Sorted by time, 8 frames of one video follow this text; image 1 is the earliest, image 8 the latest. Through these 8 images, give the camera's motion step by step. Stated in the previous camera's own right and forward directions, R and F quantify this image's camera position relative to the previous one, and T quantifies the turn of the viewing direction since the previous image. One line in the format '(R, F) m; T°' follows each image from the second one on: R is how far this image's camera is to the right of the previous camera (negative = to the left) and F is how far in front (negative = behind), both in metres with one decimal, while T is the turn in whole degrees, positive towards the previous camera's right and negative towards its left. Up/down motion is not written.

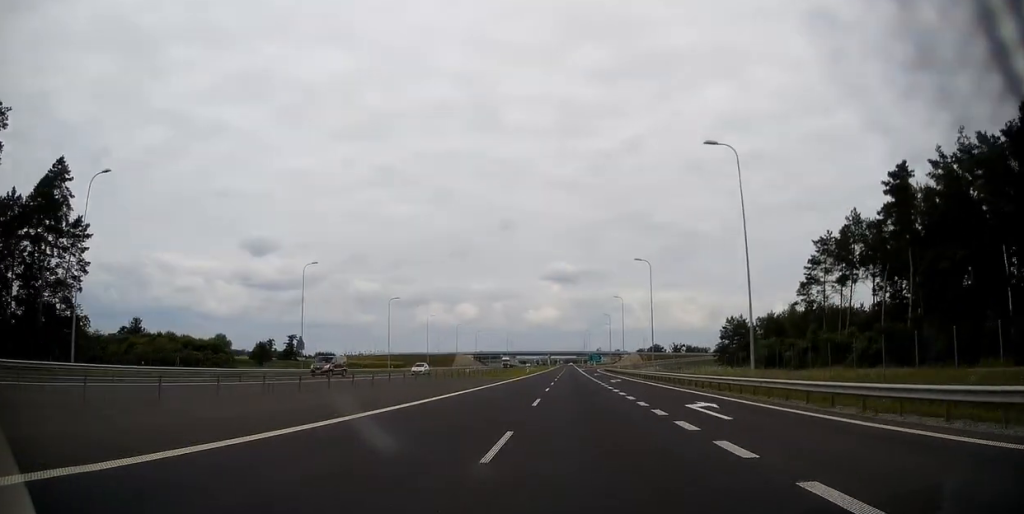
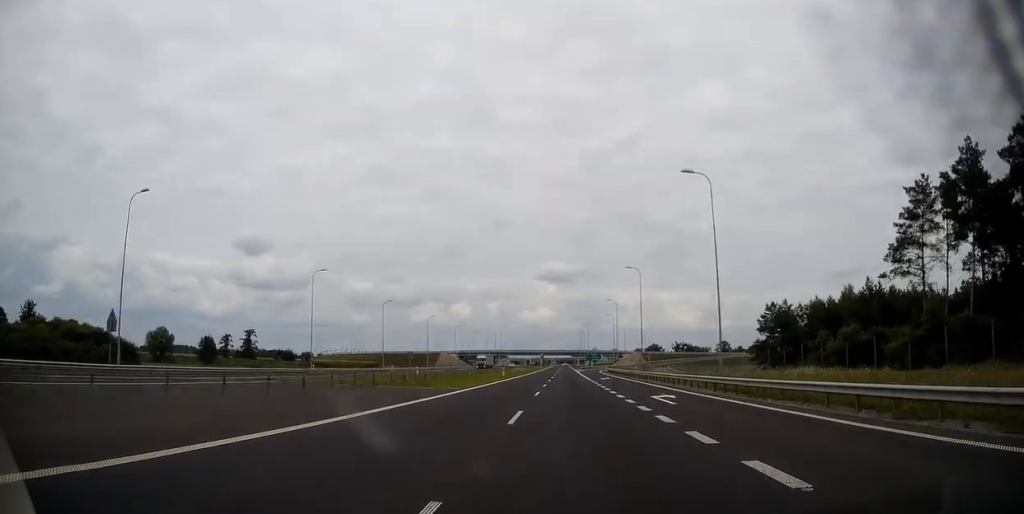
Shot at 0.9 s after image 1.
(+0.1, +30.0) m; 0°
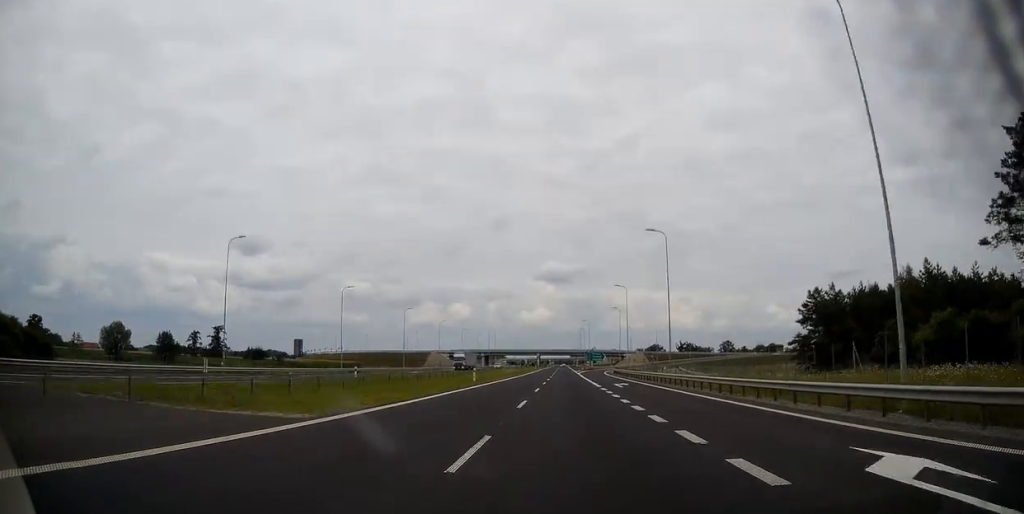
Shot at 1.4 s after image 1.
(+0.1, +19.6) m; 0°
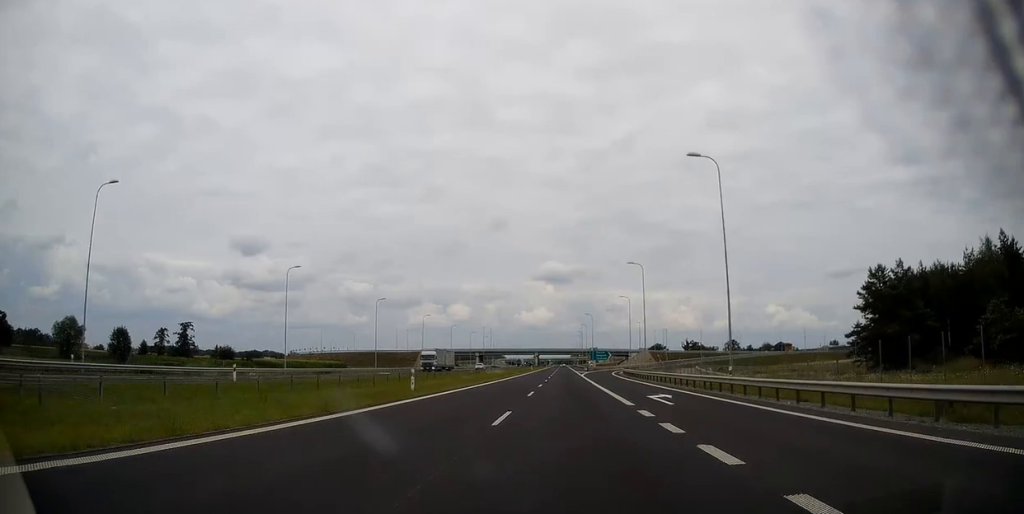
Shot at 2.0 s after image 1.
(0.0, +18.4) m; 0°
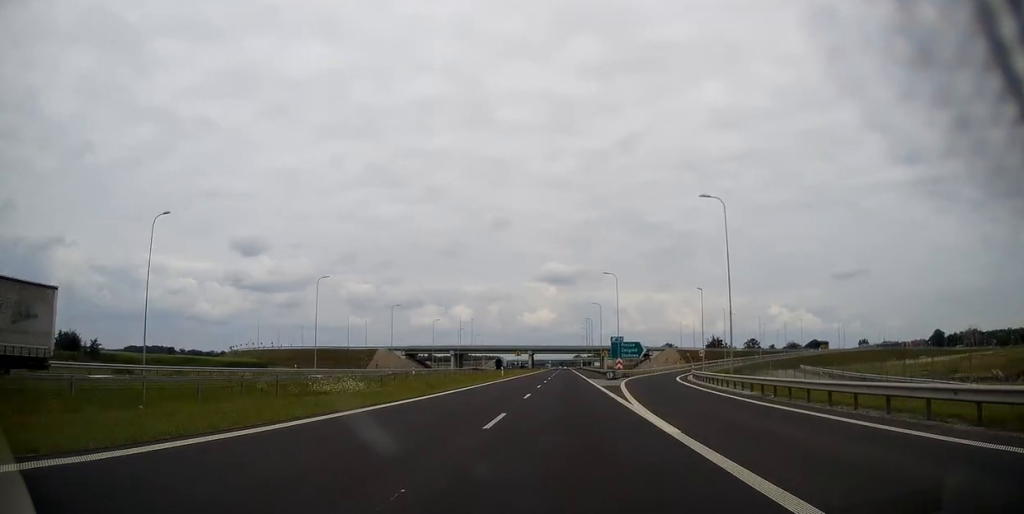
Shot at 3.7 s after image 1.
(+0.2, +61.3) m; 0°
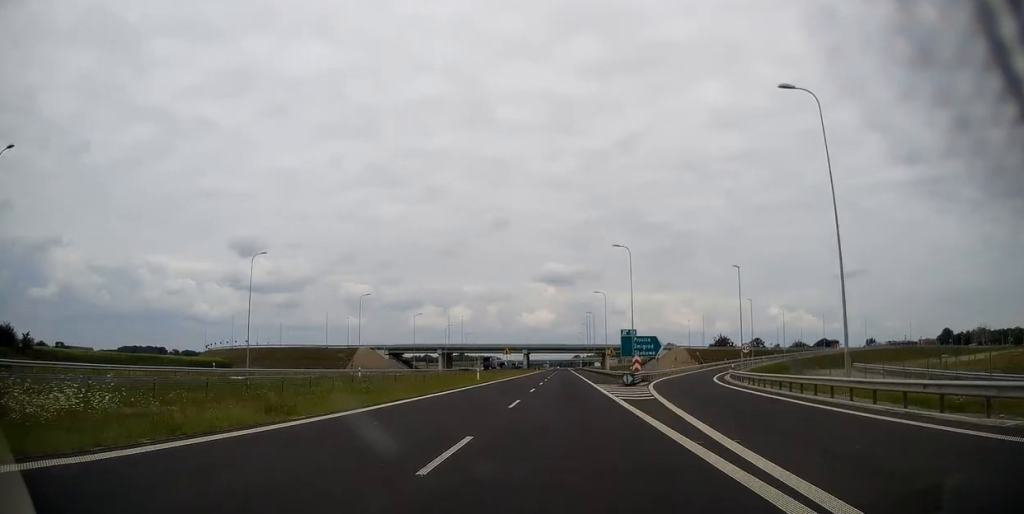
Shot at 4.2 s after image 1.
(0.0, +17.4) m; 0°
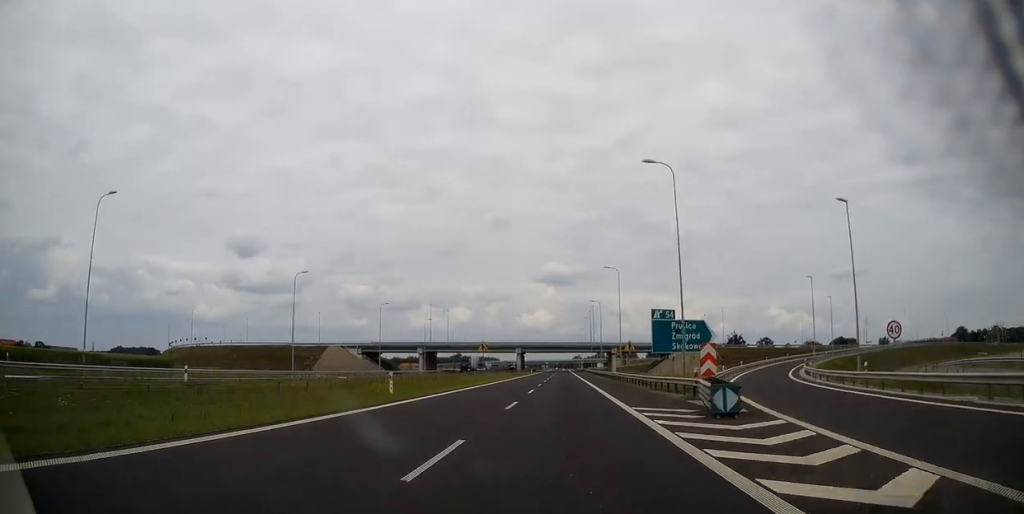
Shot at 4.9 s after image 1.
(0.0, +24.3) m; 0°
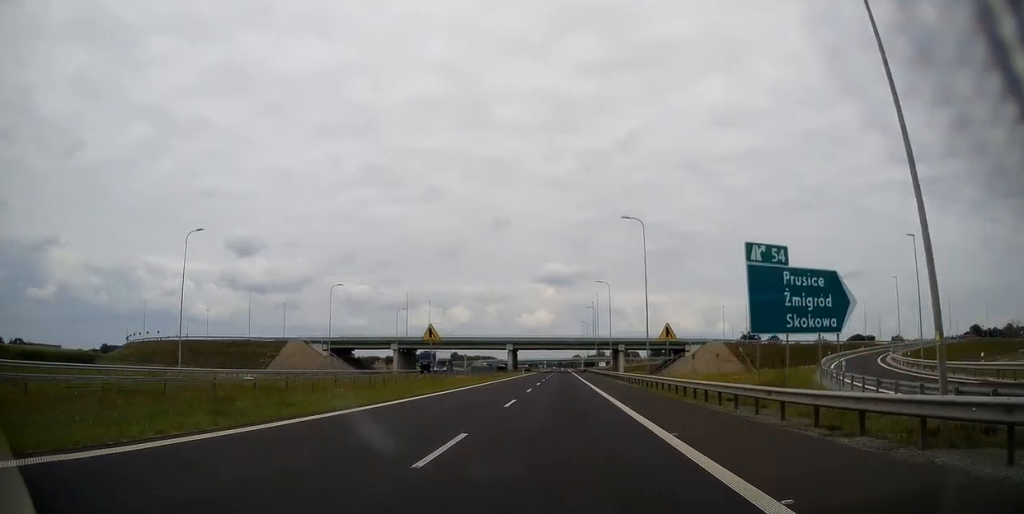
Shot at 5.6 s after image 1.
(0.0, +23.1) m; 0°
